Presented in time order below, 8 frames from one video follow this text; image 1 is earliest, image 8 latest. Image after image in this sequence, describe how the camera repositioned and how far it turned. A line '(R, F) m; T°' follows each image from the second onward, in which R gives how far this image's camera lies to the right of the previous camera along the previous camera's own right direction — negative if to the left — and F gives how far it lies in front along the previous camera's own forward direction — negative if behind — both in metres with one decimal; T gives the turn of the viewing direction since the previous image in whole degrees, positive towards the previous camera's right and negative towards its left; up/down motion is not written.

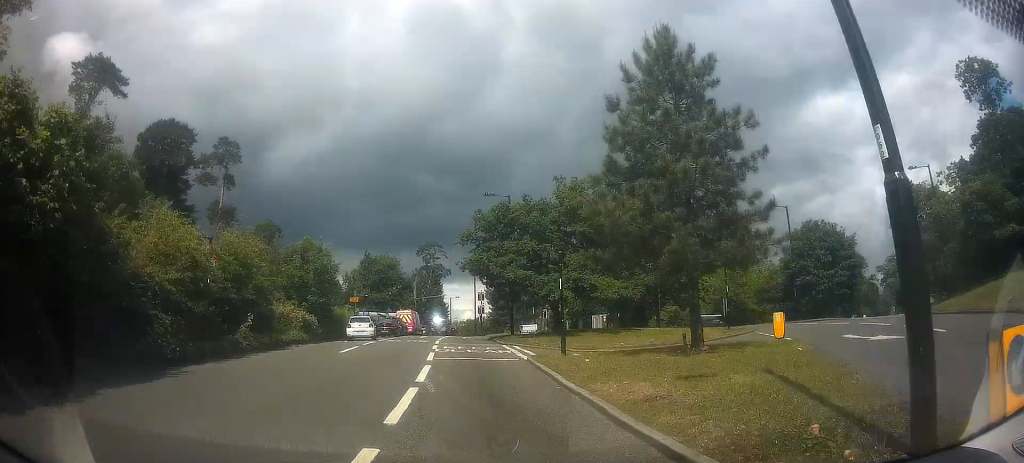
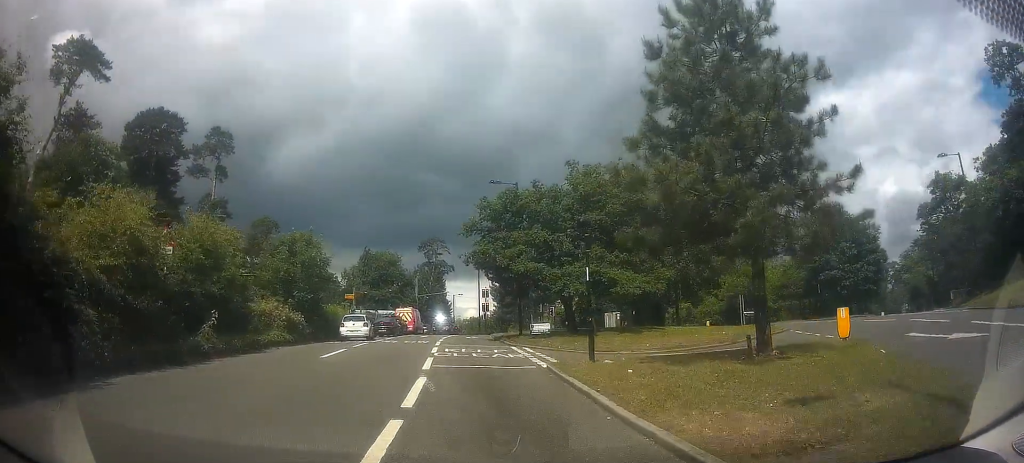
(0.0, +3.2) m; 0°
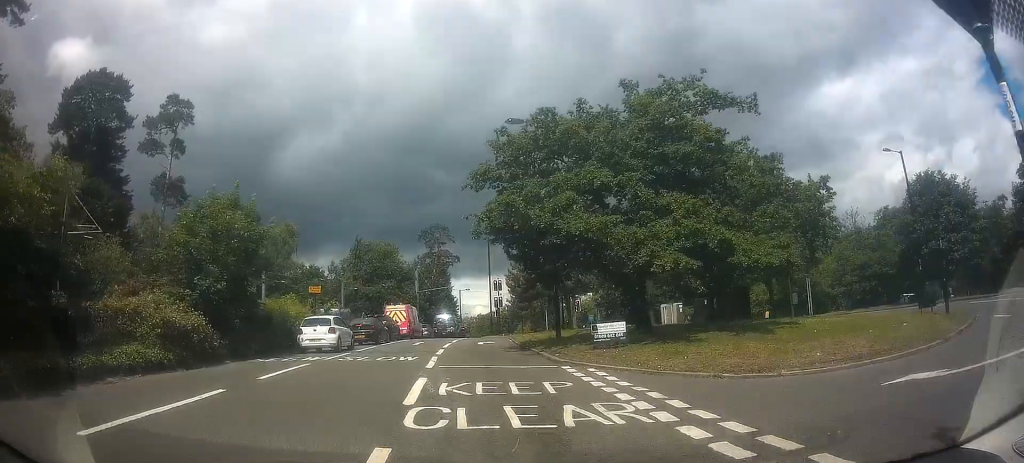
(+0.3, +11.2) m; +3°
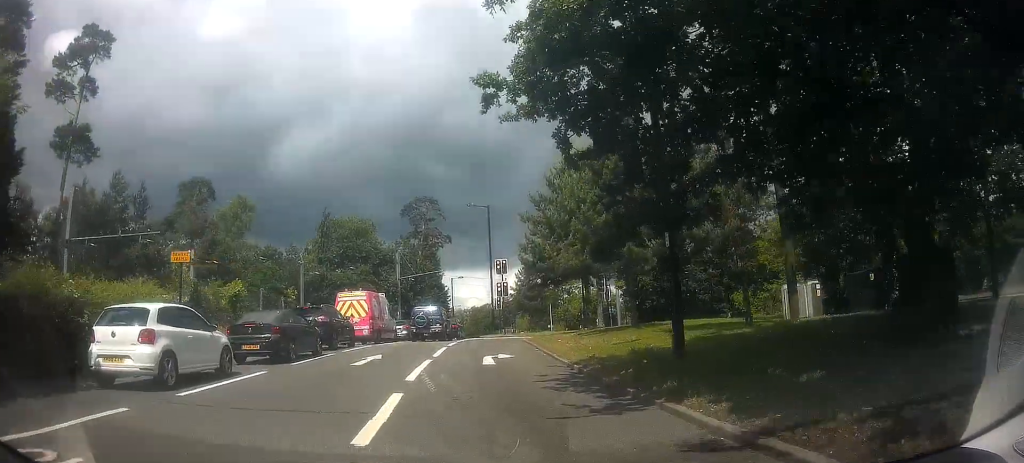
(-0.5, +13.8) m; -6°
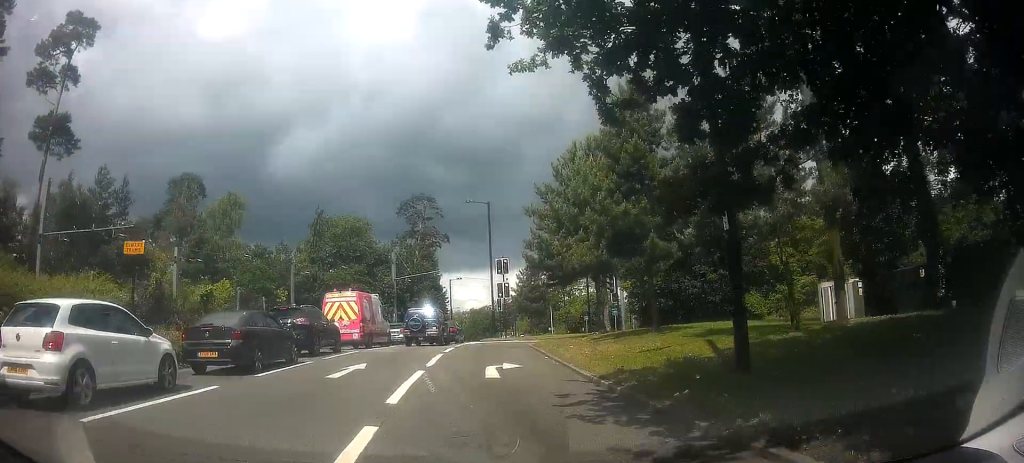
(0.0, +2.5) m; +1°
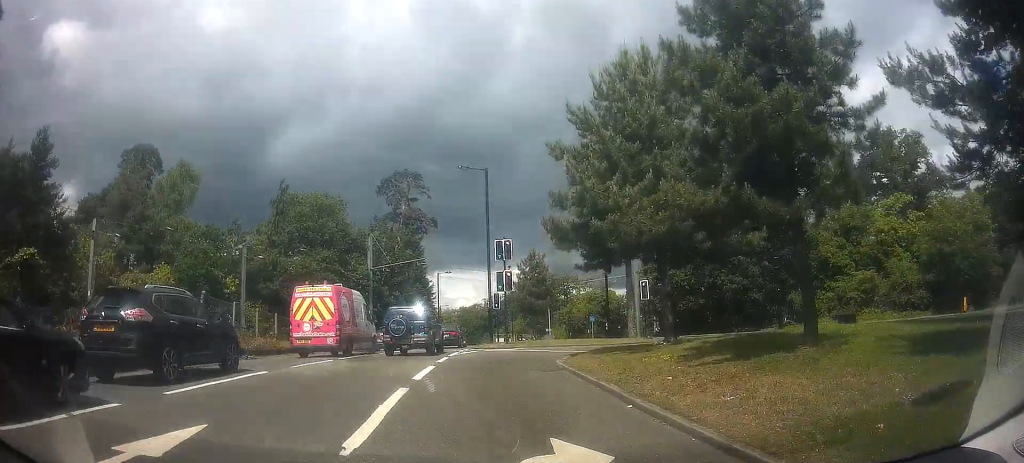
(+0.3, +9.6) m; +4°
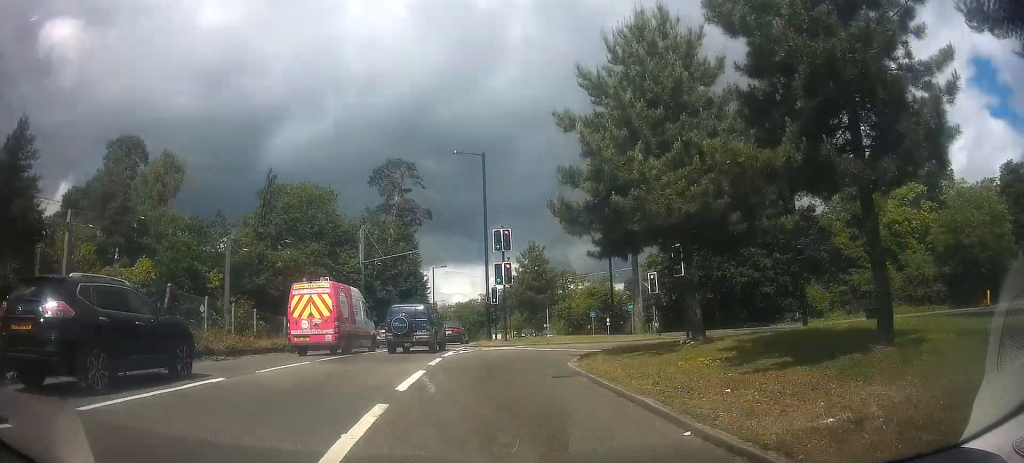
(0.0, +2.3) m; +1°
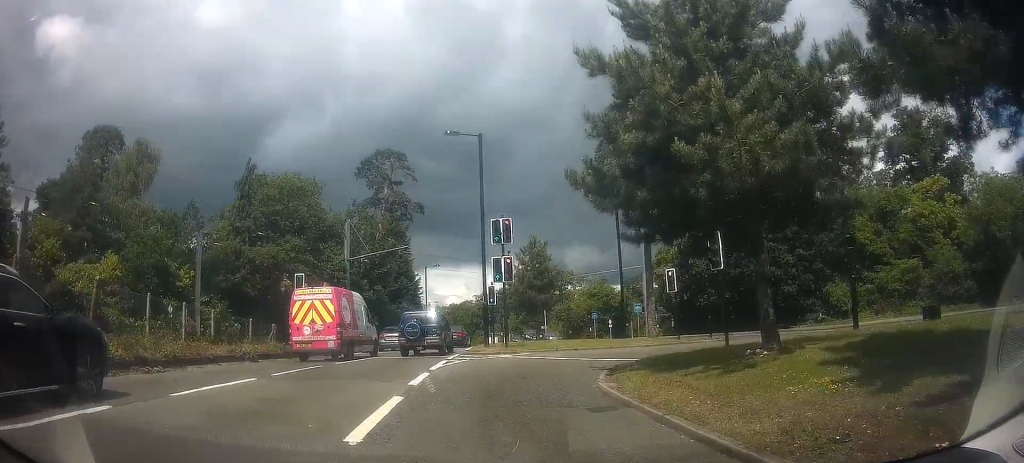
(+0.1, +3.7) m; 0°
